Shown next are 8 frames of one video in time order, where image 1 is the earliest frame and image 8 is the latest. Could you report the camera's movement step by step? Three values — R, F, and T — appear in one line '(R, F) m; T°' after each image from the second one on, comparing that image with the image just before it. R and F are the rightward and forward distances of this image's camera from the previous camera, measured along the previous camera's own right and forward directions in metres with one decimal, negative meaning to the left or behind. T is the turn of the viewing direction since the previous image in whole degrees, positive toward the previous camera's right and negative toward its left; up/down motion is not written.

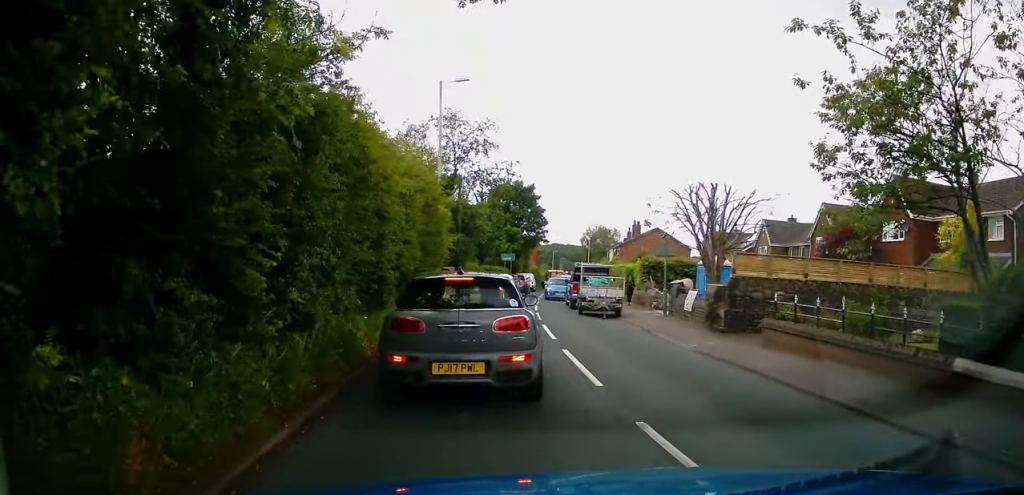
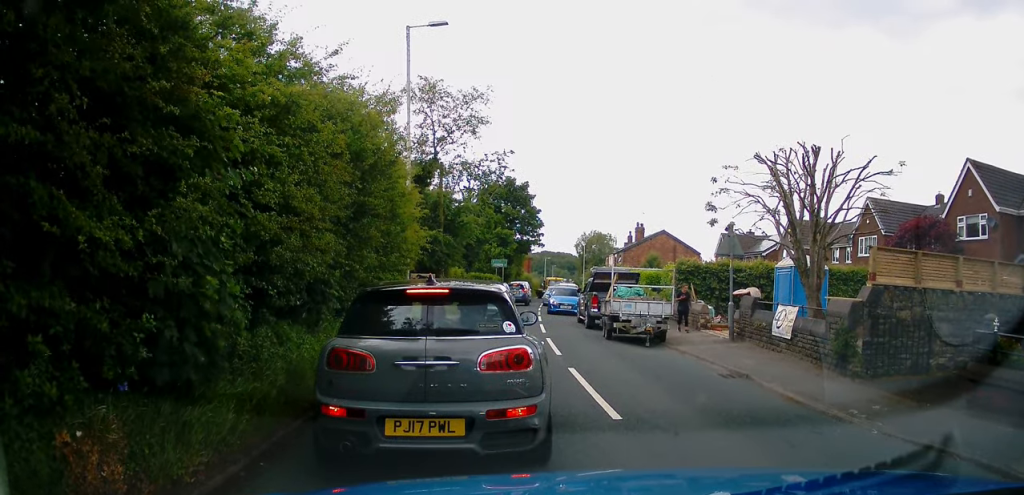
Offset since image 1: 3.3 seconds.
(-0.2, +8.6) m; +1°
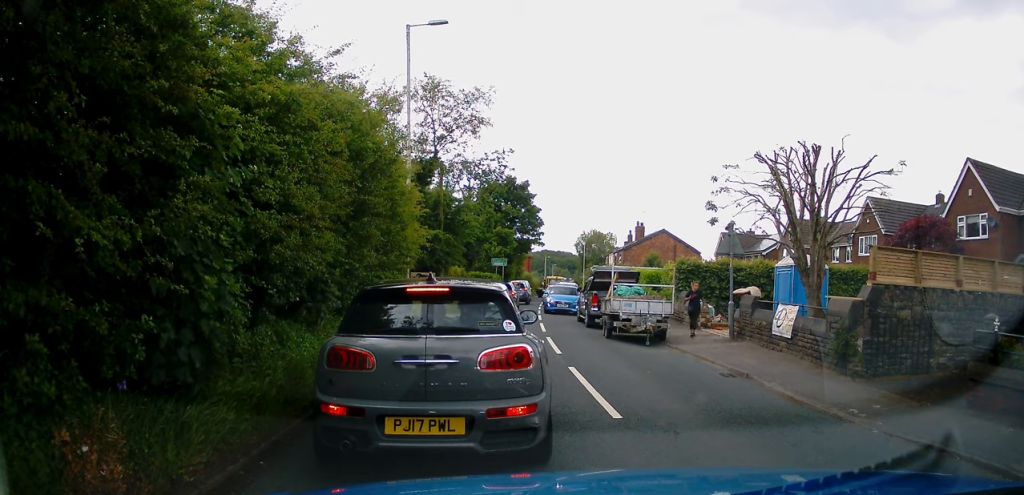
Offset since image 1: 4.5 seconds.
(0.0, +0.1) m; 0°
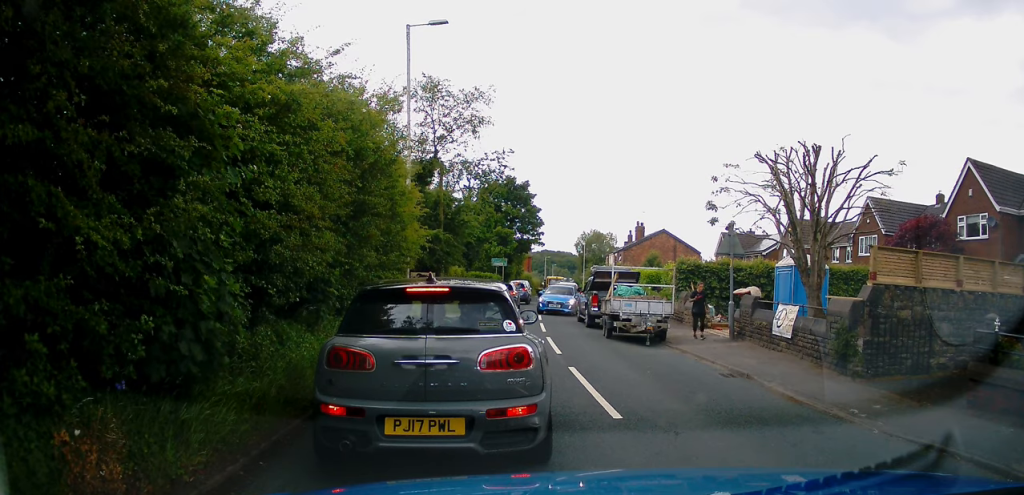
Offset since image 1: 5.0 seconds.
(0.0, 0.0) m; 0°
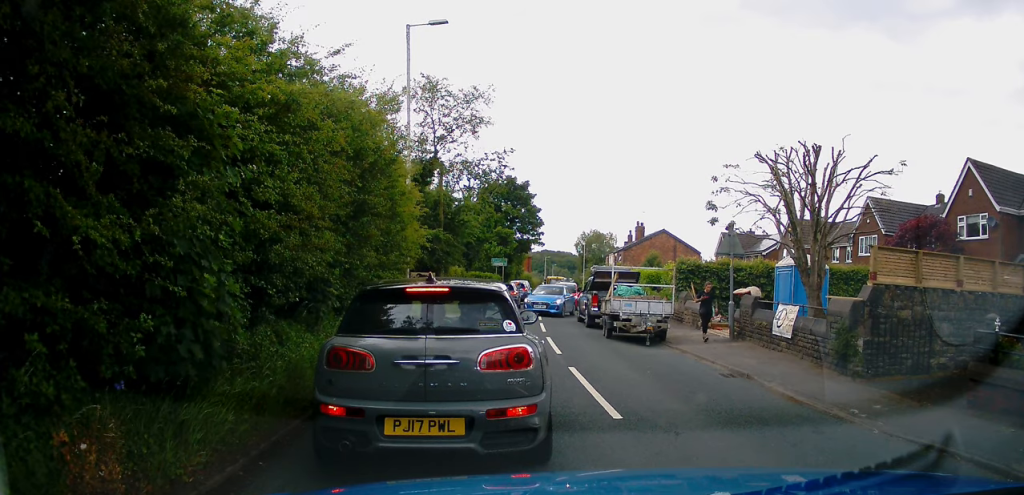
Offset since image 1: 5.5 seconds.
(0.0, 0.0) m; 0°
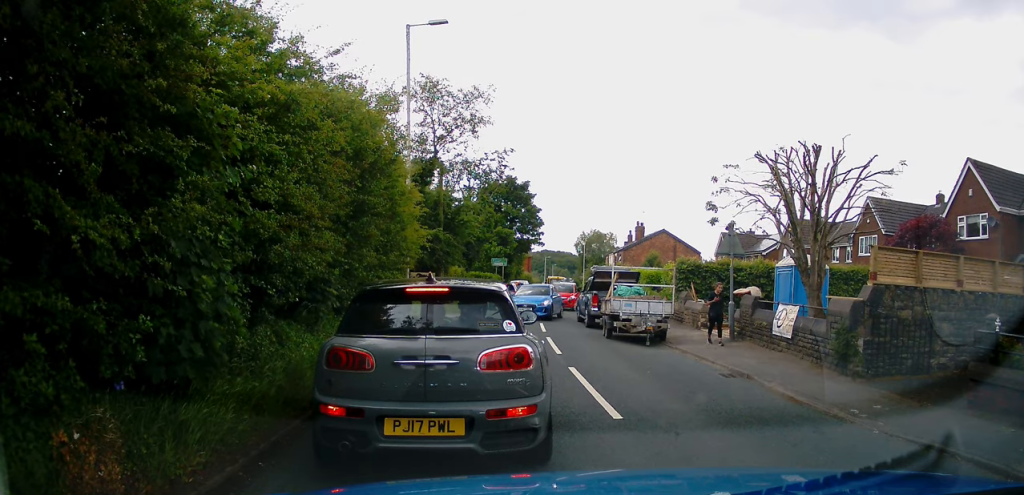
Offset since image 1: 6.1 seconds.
(0.0, 0.0) m; 0°
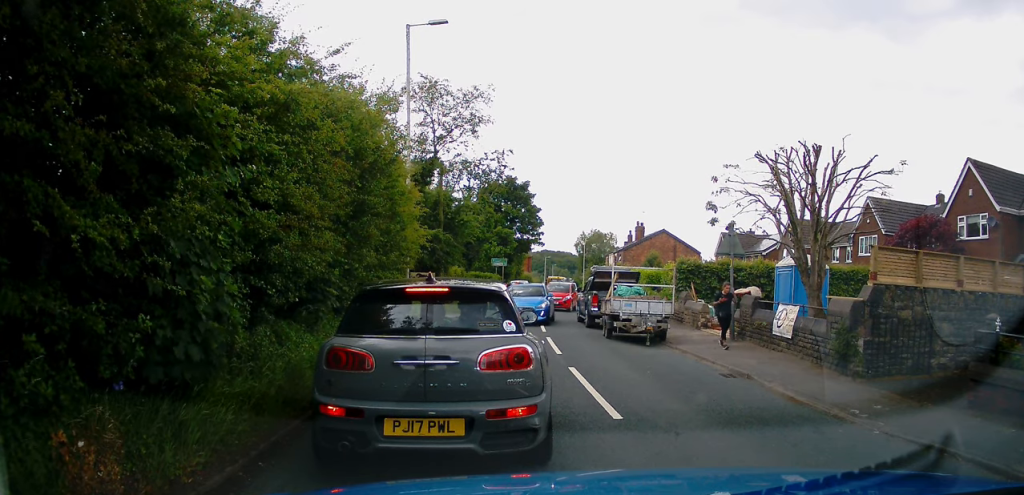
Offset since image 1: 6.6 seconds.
(0.0, 0.0) m; 0°
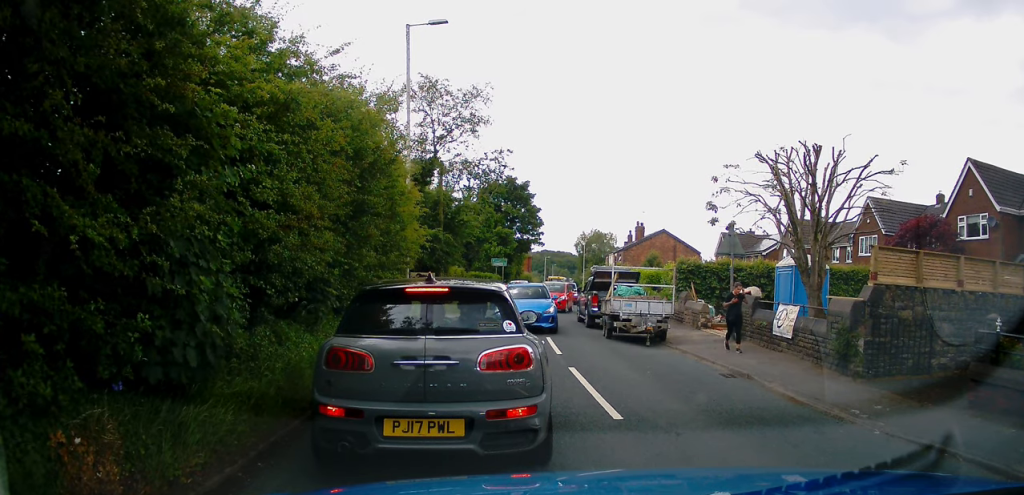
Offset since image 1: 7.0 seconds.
(0.0, 0.0) m; 0°
